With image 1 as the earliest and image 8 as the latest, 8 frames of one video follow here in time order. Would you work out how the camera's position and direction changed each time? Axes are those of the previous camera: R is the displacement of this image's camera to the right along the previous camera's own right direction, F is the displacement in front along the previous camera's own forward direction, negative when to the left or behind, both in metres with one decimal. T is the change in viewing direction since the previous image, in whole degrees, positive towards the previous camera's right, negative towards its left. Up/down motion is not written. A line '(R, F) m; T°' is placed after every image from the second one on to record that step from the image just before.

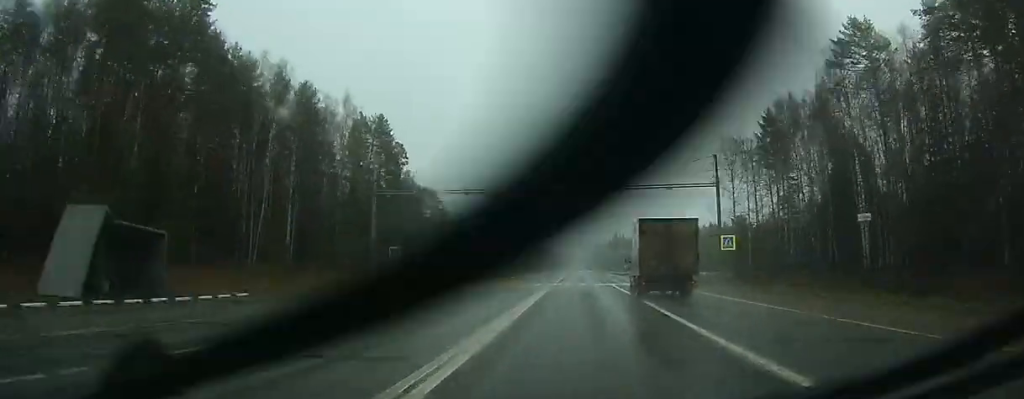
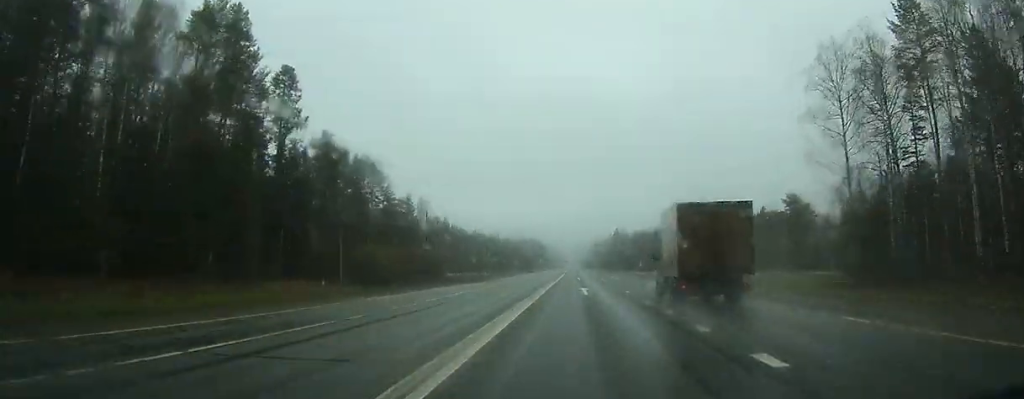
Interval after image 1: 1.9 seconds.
(+0.1, +43.4) m; 0°
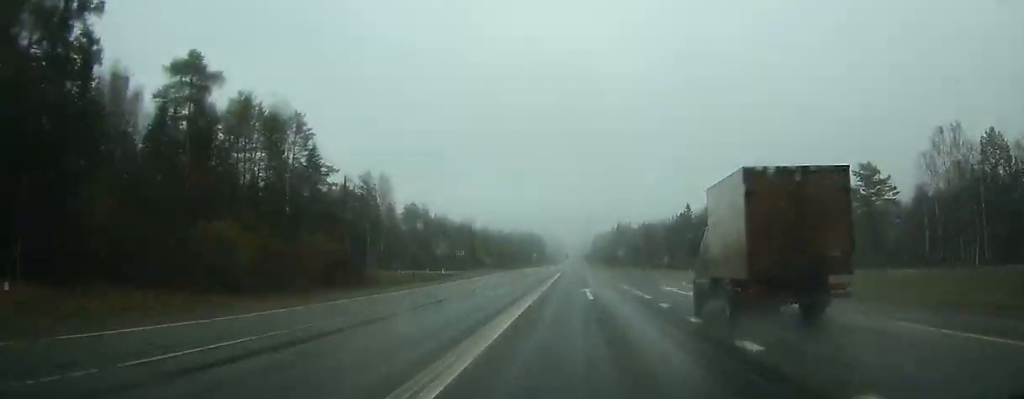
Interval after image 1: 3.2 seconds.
(0.0, +33.3) m; 0°
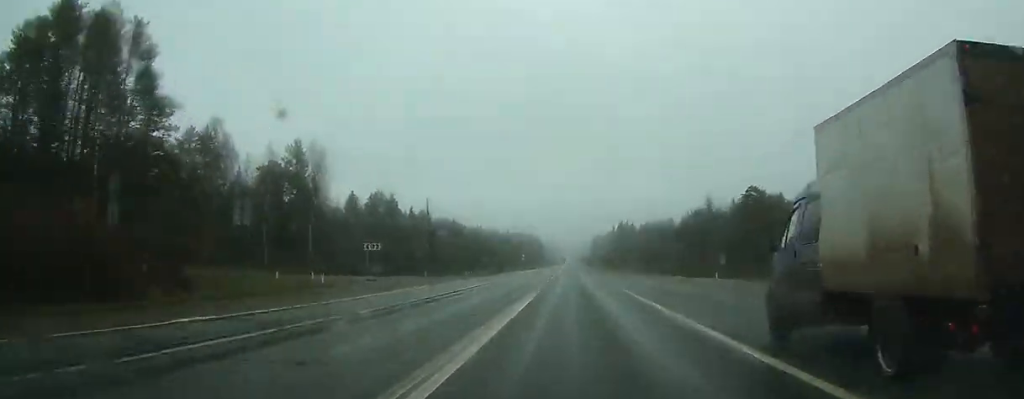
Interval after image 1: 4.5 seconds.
(0.0, +35.6) m; 0°
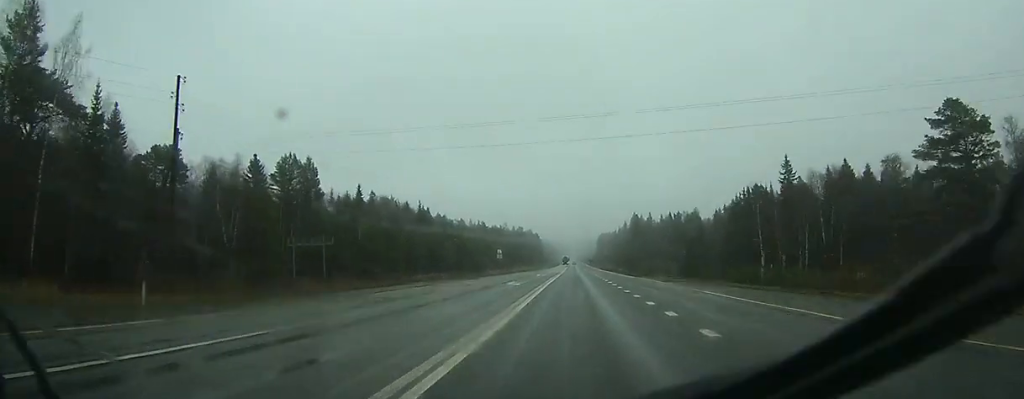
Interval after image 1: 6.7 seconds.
(+0.1, +64.0) m; 0°
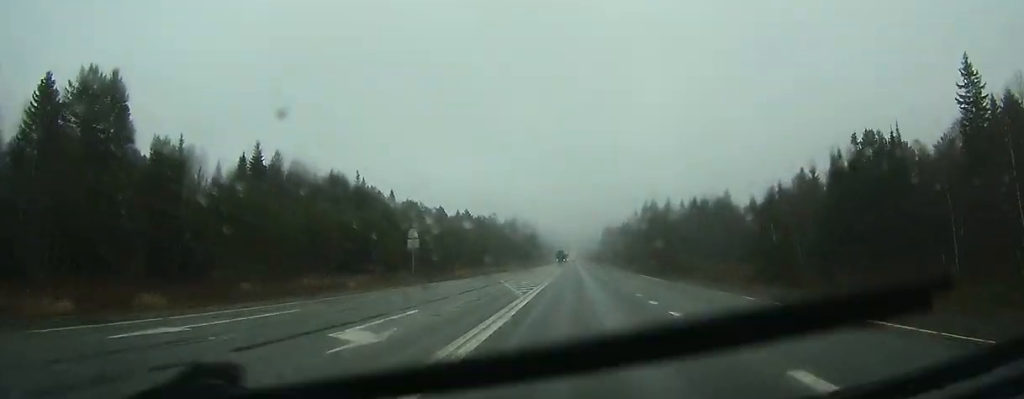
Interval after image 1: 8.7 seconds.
(-0.1, +59.4) m; 0°
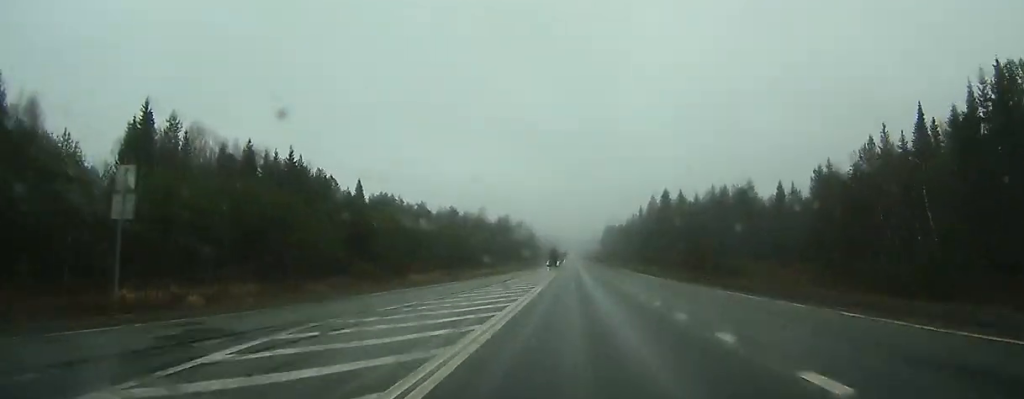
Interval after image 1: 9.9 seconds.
(-0.2, +33.6) m; 0°
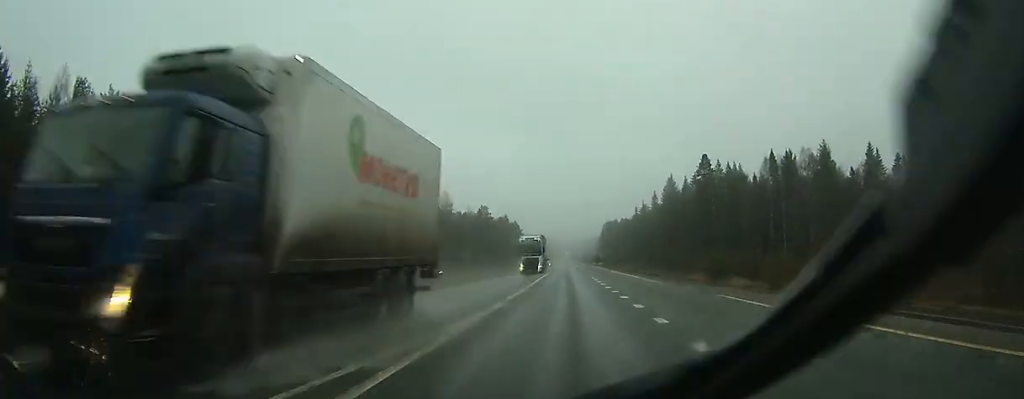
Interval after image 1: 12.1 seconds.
(+0.1, +66.4) m; 0°
